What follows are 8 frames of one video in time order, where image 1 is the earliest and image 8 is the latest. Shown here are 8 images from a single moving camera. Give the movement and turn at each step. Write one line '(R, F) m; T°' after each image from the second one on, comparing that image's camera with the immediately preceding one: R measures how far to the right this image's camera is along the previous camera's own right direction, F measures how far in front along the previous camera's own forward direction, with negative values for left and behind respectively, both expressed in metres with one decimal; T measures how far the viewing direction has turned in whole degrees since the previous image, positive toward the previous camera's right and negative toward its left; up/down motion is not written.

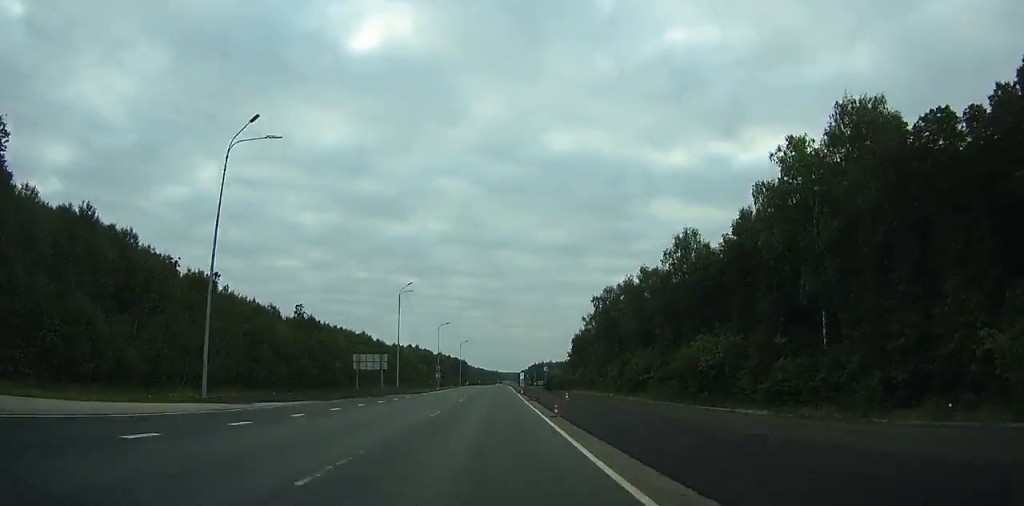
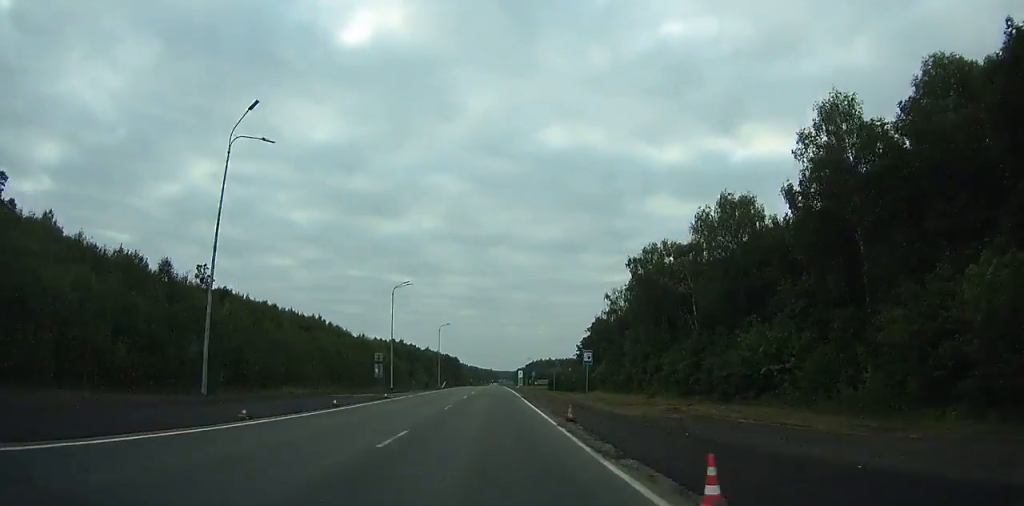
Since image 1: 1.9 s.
(-0.1, +45.0) m; 0°
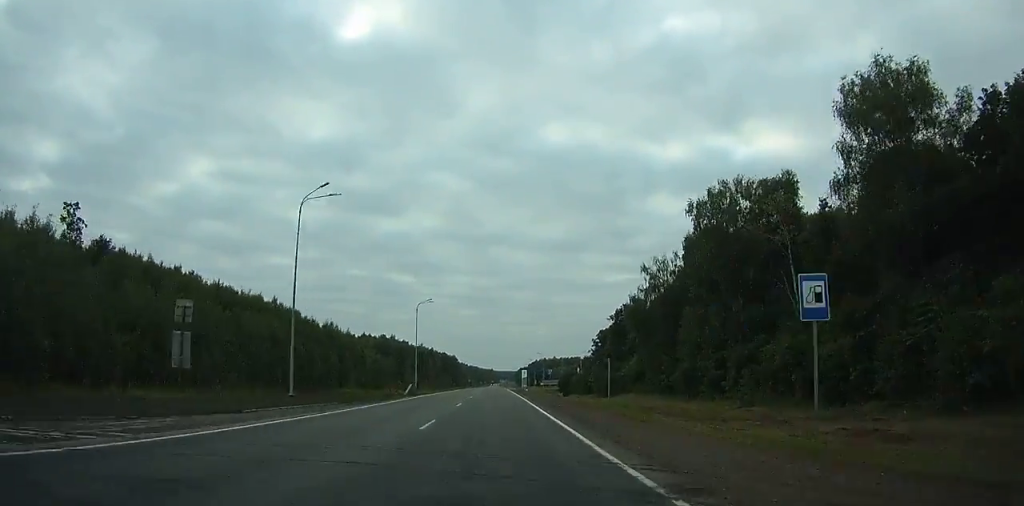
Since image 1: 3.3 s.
(+0.2, +32.9) m; 0°
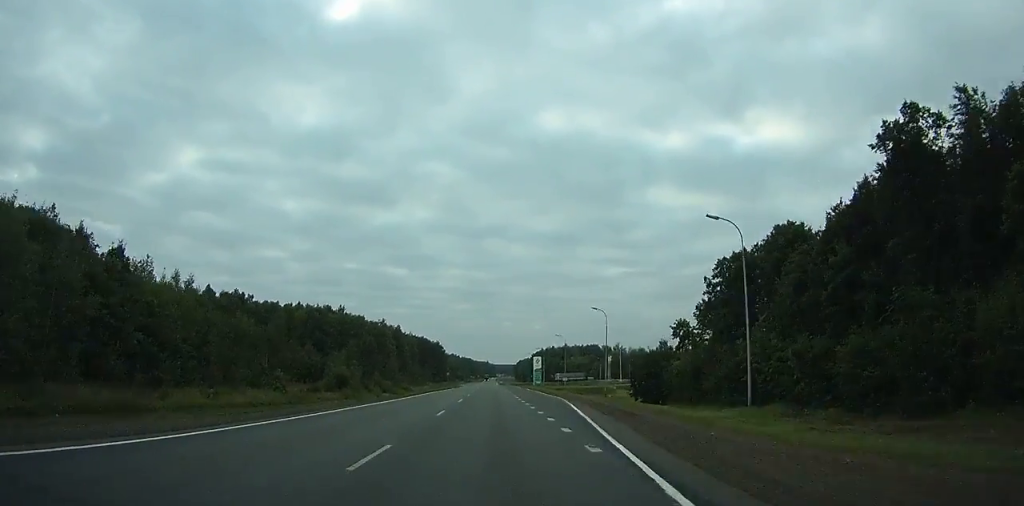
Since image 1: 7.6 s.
(+0.3, +100.6) m; 0°
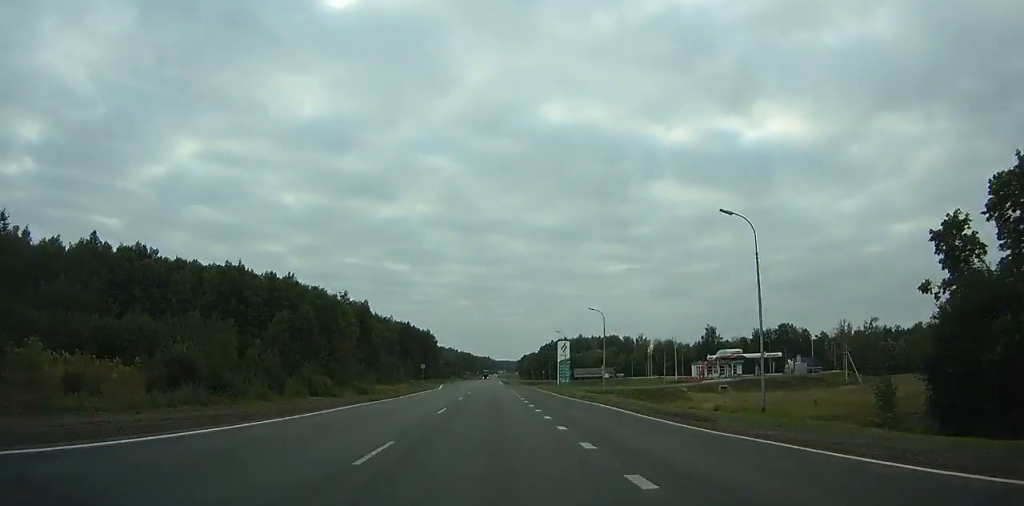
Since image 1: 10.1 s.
(0.0, +58.5) m; 0°
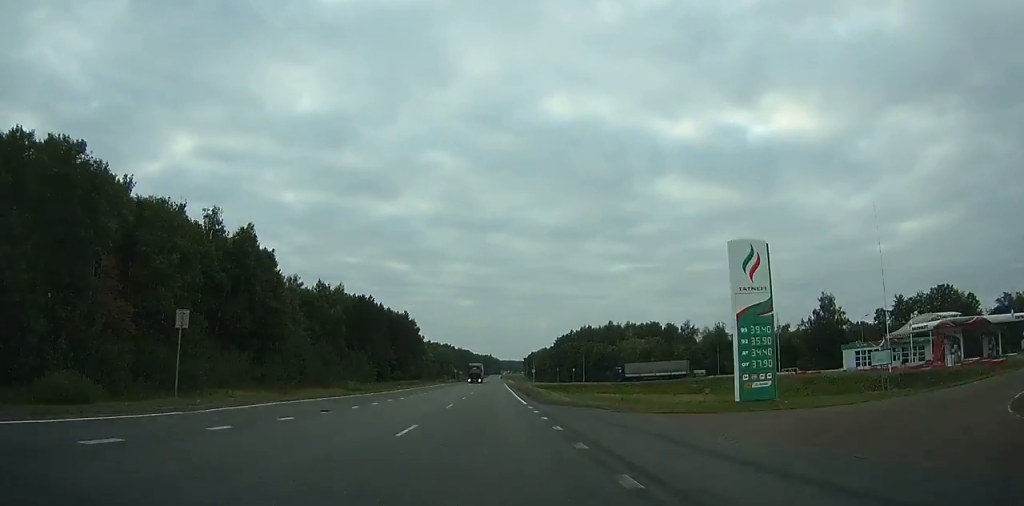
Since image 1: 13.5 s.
(+0.3, +79.5) m; 0°
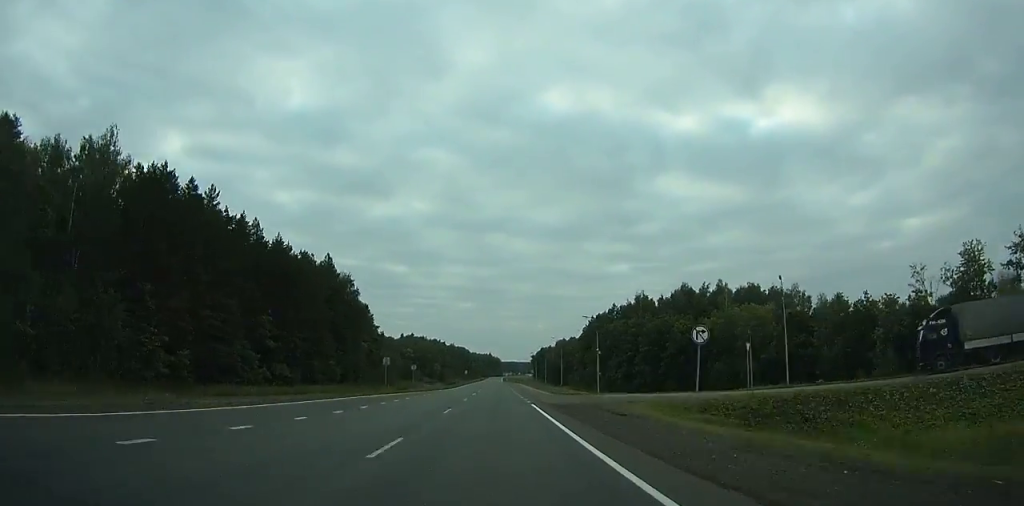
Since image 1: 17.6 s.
(-0.3, +96.5) m; 0°
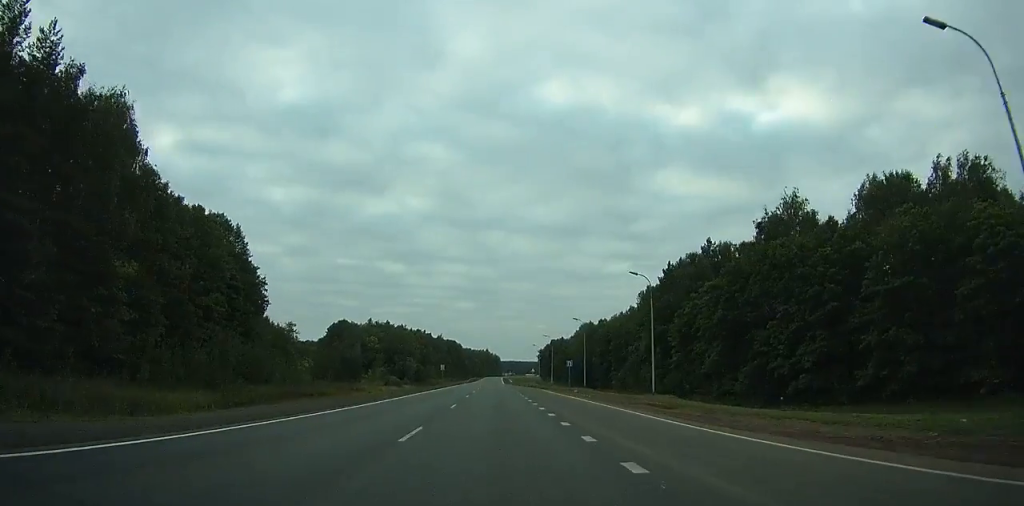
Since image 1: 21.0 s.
(-0.1, +80.7) m; 0°
